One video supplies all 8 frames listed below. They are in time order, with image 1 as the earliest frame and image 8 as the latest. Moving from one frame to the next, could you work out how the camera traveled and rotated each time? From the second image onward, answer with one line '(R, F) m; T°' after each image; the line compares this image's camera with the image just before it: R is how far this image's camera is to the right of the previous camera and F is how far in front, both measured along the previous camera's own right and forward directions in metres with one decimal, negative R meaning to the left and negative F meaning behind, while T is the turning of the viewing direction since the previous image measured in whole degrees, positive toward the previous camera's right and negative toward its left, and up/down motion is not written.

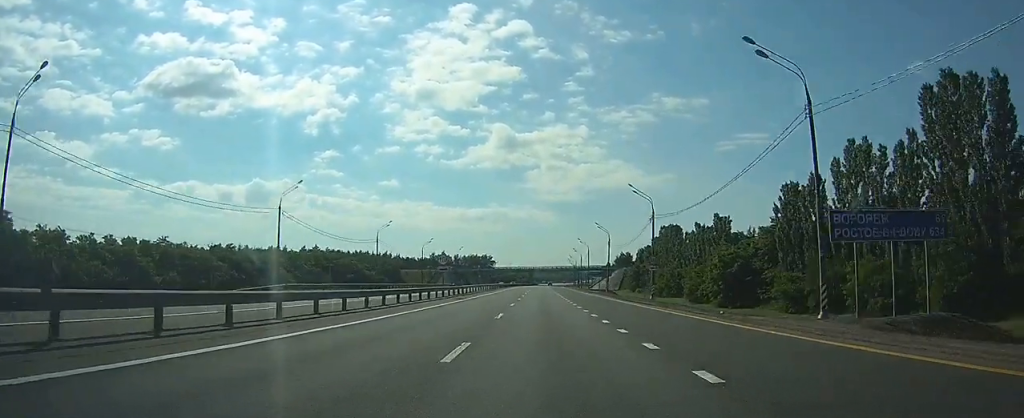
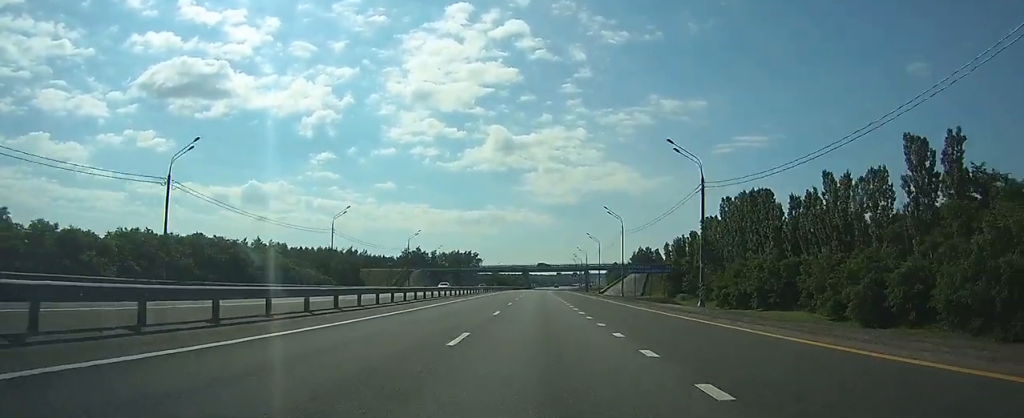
(+0.3, +57.0) m; +1°
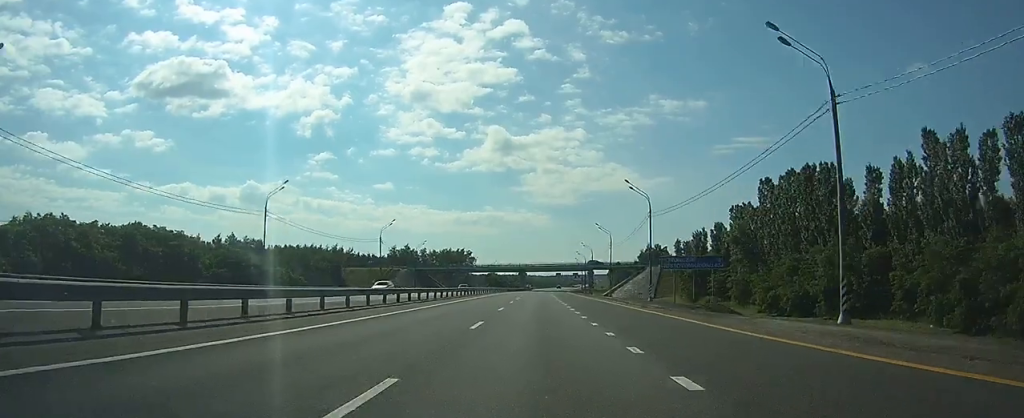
(0.0, +19.3) m; 0°
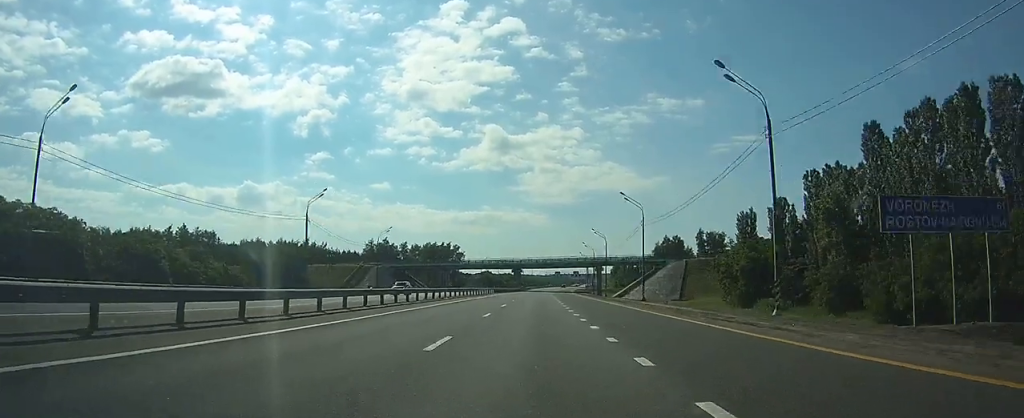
(+0.1, +29.8) m; 0°
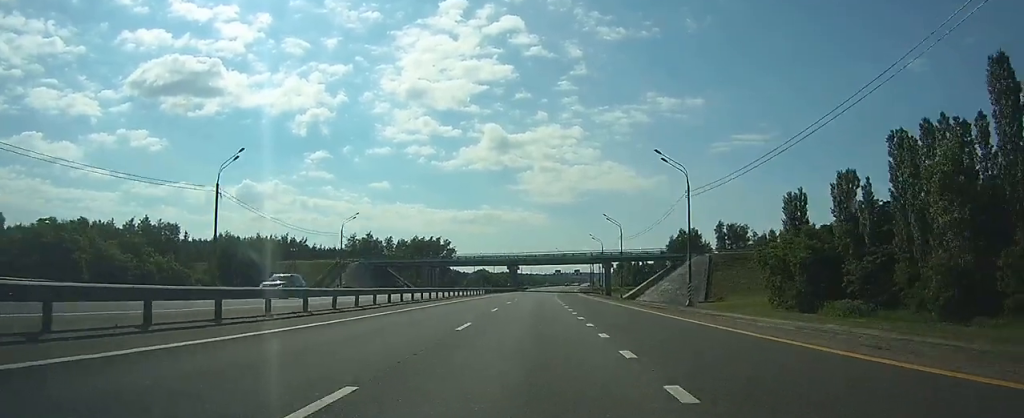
(0.0, +19.1) m; 0°
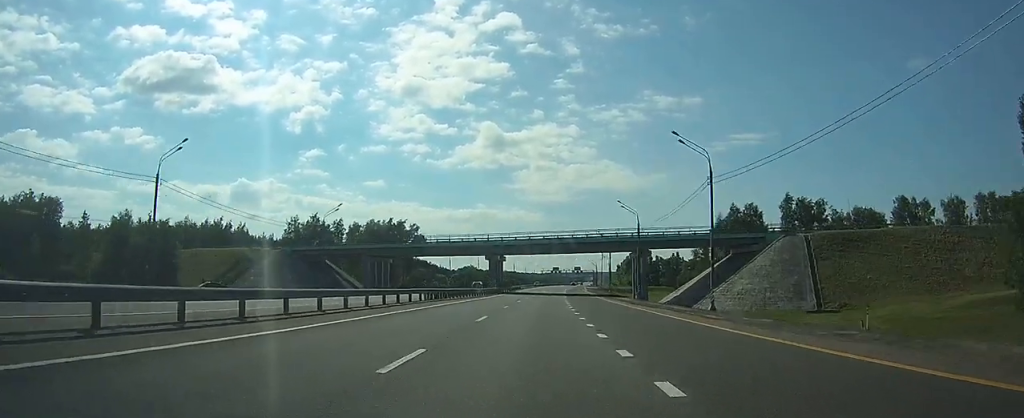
(0.0, +43.2) m; 0°
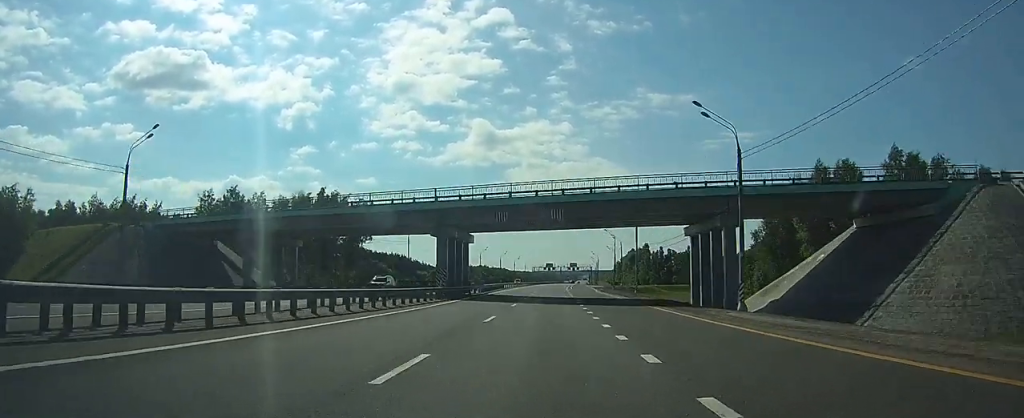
(+0.1, +36.7) m; +1°
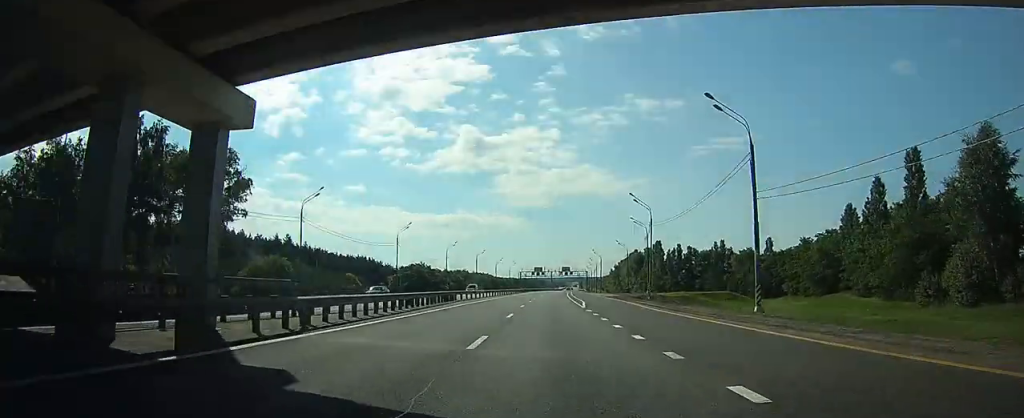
(+0.3, +42.9) m; +1°
